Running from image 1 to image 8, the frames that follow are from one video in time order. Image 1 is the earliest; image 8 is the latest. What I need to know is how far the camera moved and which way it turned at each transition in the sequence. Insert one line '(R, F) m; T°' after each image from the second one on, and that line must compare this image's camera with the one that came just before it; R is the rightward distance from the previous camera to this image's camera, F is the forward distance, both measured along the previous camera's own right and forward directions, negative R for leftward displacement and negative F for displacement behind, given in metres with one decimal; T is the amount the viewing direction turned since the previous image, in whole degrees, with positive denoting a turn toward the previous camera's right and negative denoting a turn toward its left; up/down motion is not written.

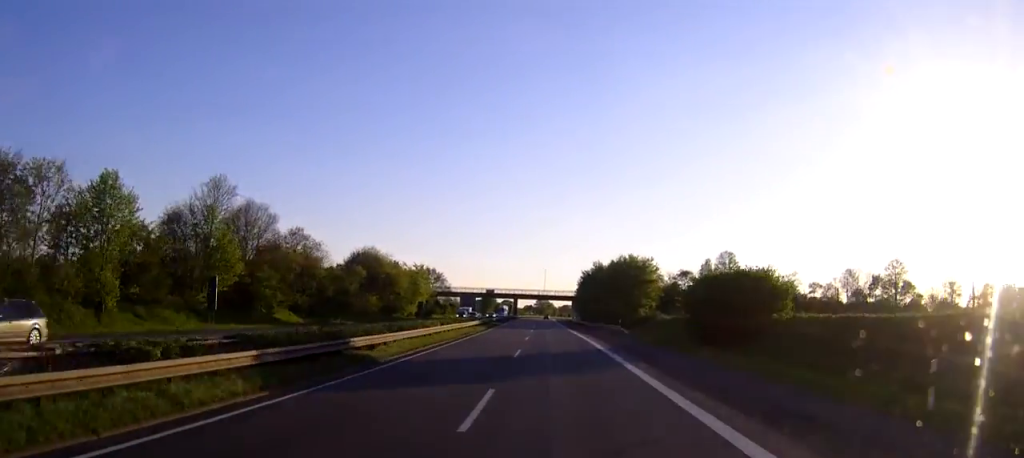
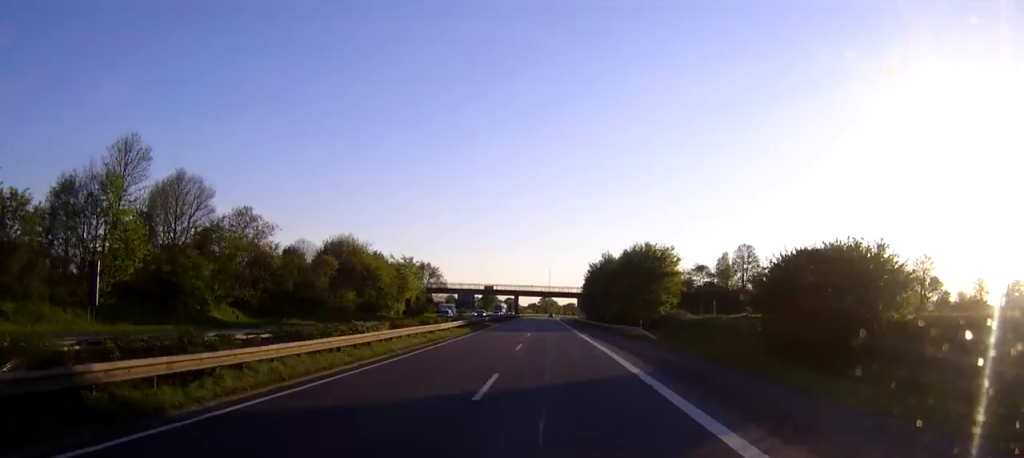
(-0.1, +14.4) m; 0°
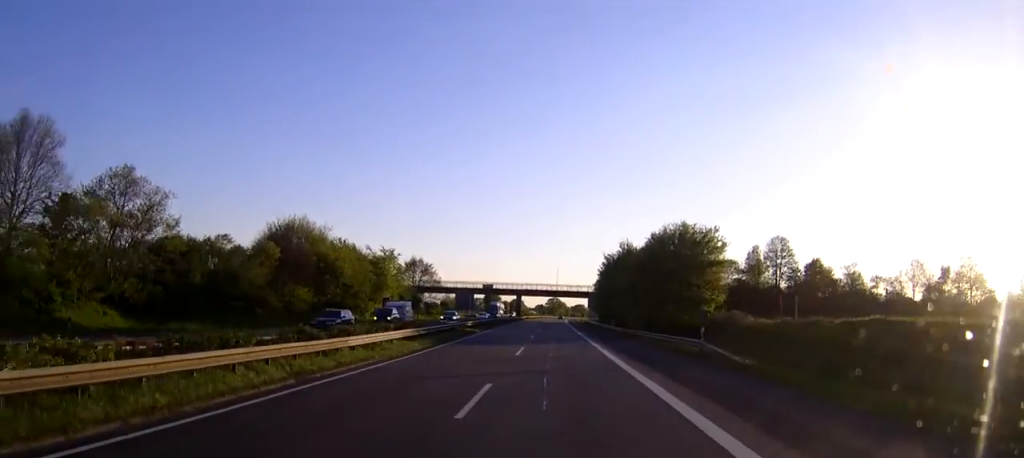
(-0.1, +20.3) m; 0°
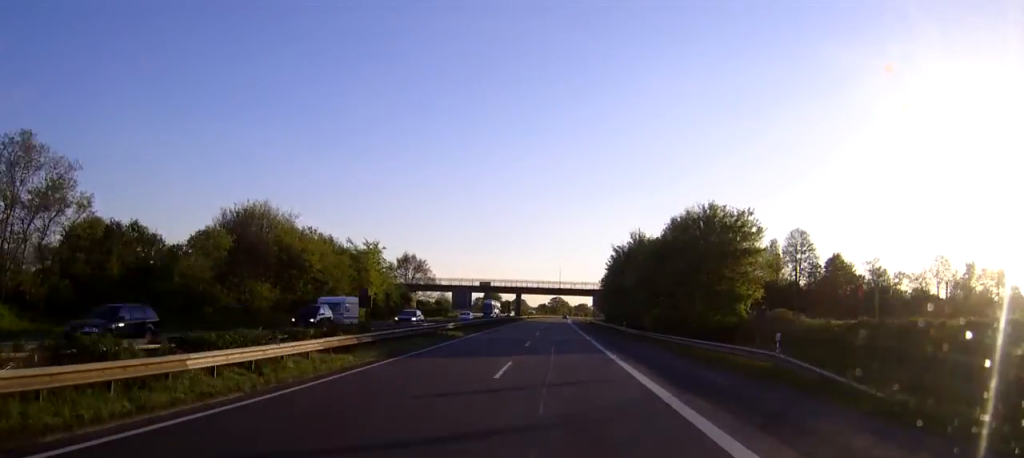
(-0.1, +11.0) m; 0°
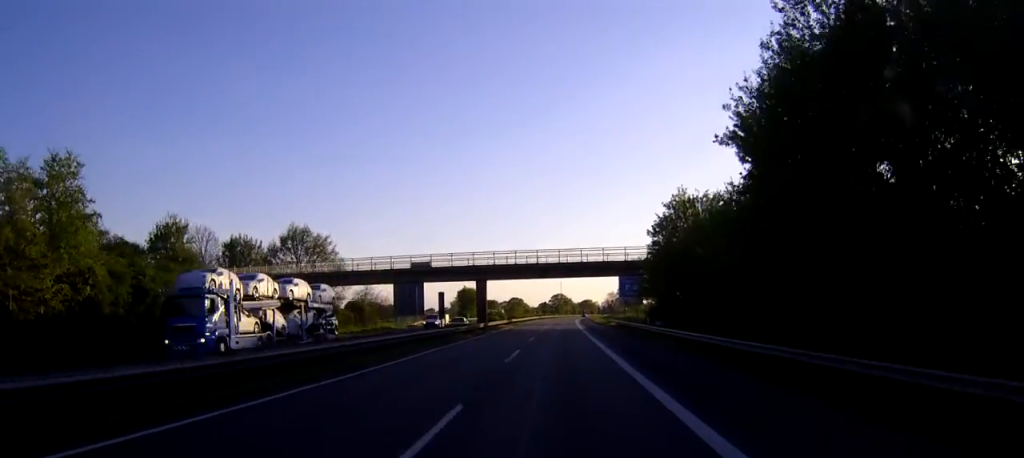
(0.0, +65.4) m; 0°
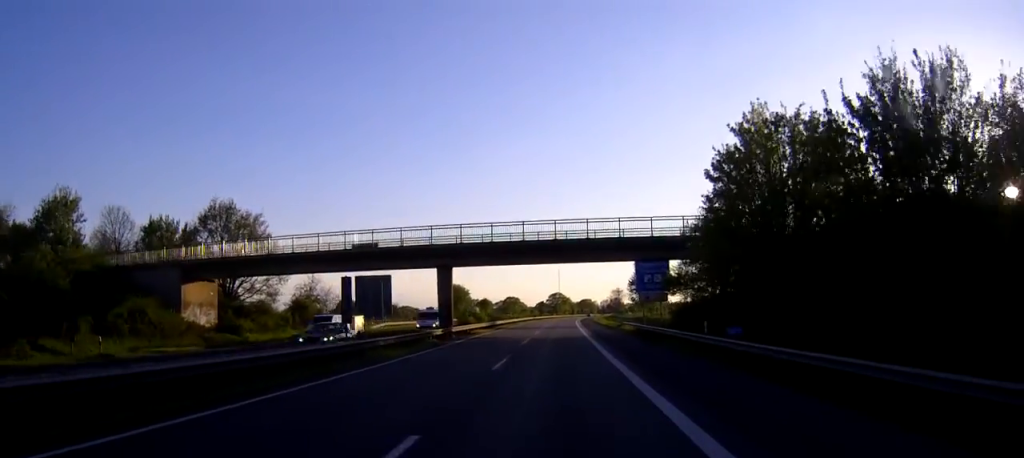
(-0.1, +21.3) m; 0°
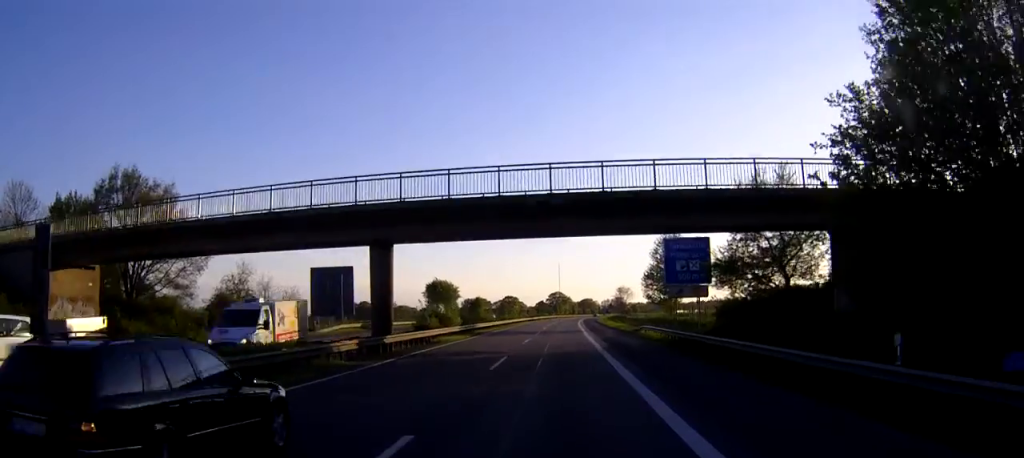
(0.0, +18.0) m; 0°
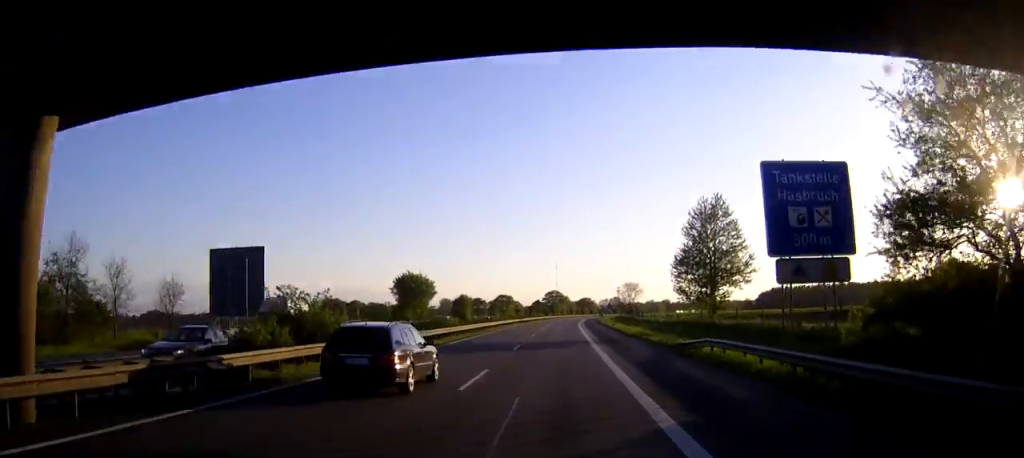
(-0.2, +23.9) m; 0°
